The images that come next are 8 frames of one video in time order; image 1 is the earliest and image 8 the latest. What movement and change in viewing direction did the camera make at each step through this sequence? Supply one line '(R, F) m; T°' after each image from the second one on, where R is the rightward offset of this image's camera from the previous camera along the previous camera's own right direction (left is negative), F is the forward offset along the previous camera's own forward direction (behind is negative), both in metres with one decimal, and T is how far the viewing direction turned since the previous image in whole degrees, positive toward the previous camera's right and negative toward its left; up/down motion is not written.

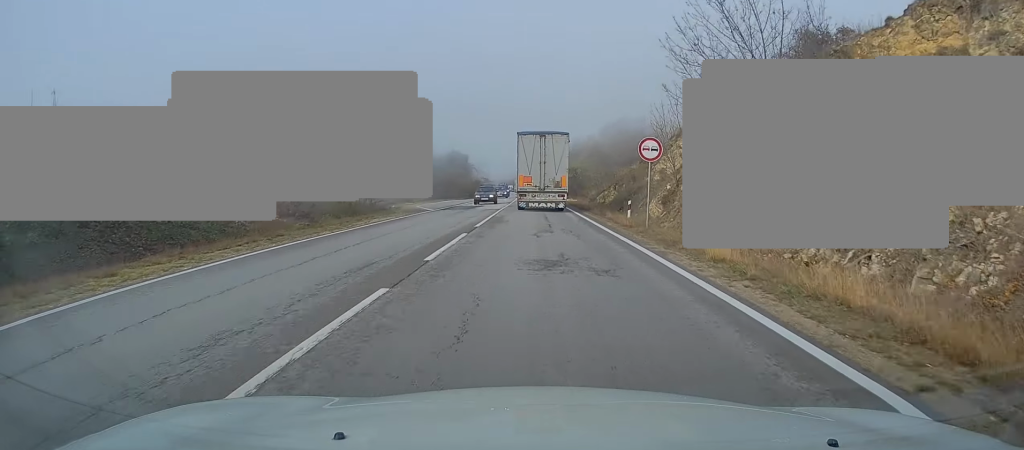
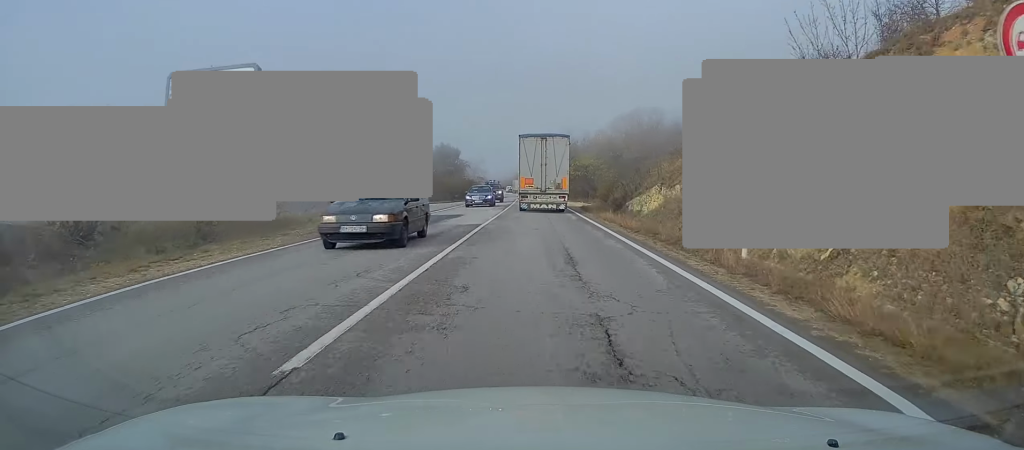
(0.0, +15.1) m; 0°
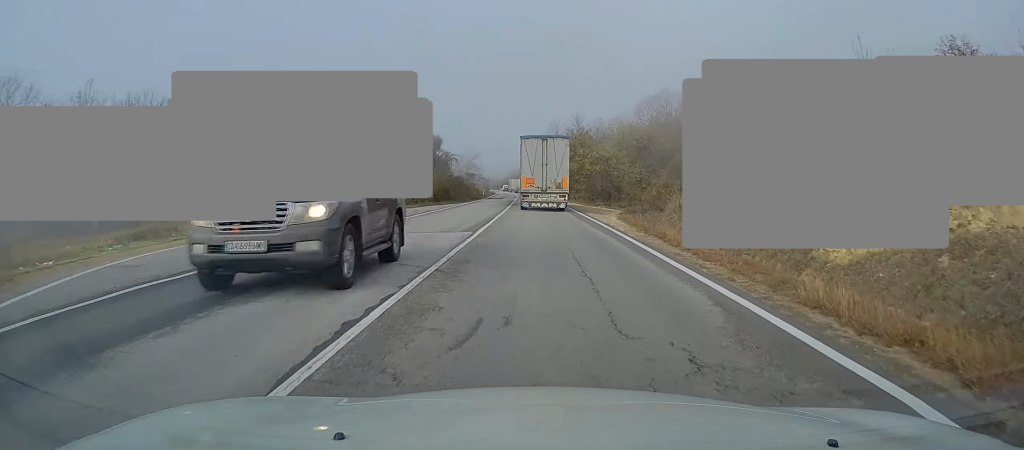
(0.0, +20.2) m; 0°
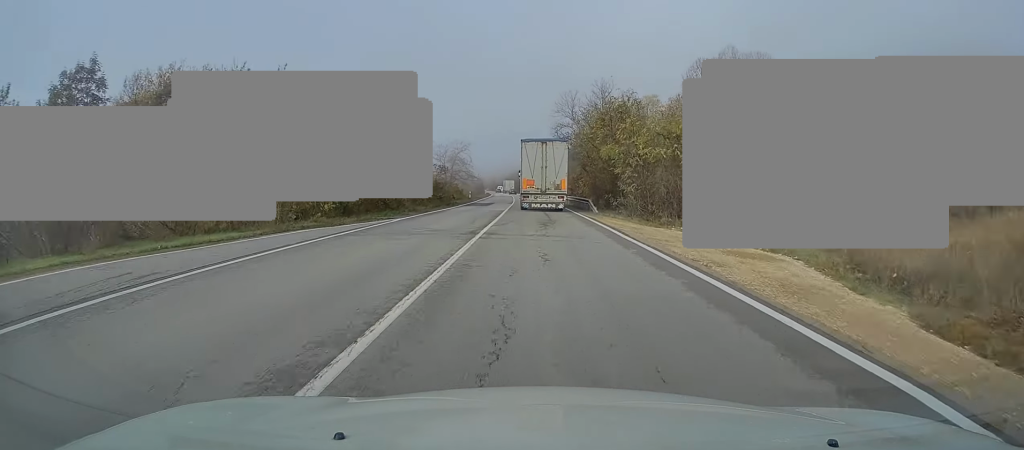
(0.0, +27.9) m; 0°
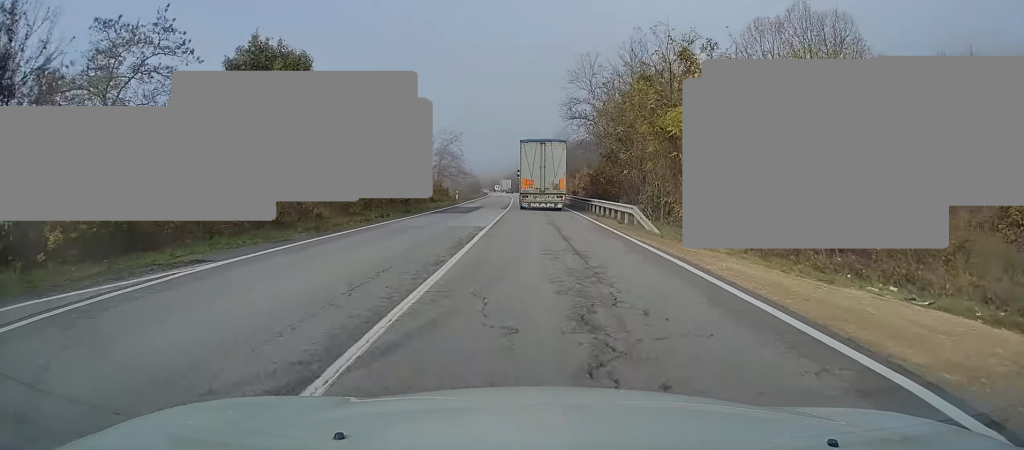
(0.0, +16.2) m; 0°
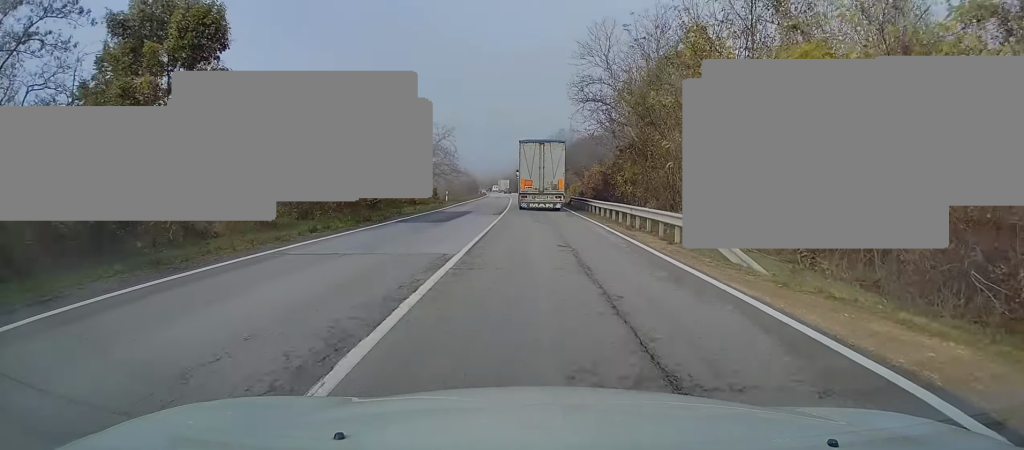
(0.0, +8.5) m; 0°
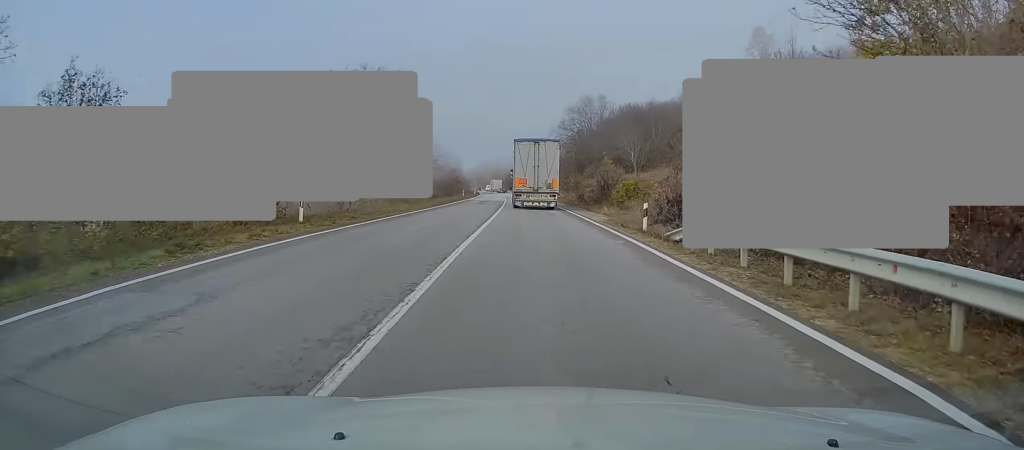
(-0.1, +37.1) m; 0°
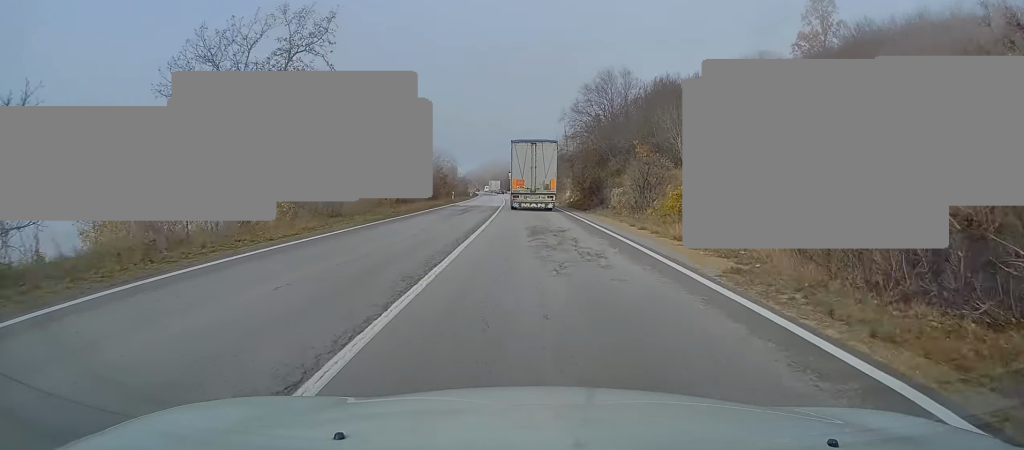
(0.0, +15.2) m; -1°
